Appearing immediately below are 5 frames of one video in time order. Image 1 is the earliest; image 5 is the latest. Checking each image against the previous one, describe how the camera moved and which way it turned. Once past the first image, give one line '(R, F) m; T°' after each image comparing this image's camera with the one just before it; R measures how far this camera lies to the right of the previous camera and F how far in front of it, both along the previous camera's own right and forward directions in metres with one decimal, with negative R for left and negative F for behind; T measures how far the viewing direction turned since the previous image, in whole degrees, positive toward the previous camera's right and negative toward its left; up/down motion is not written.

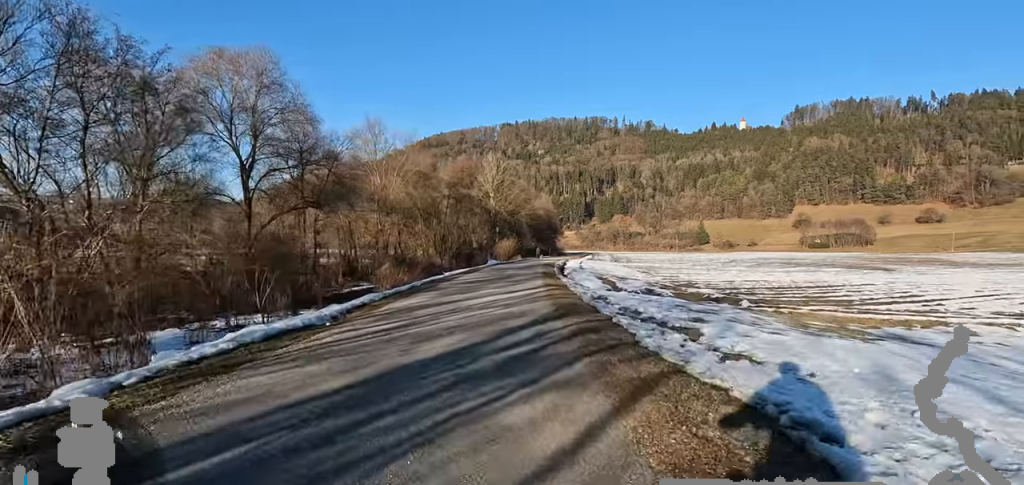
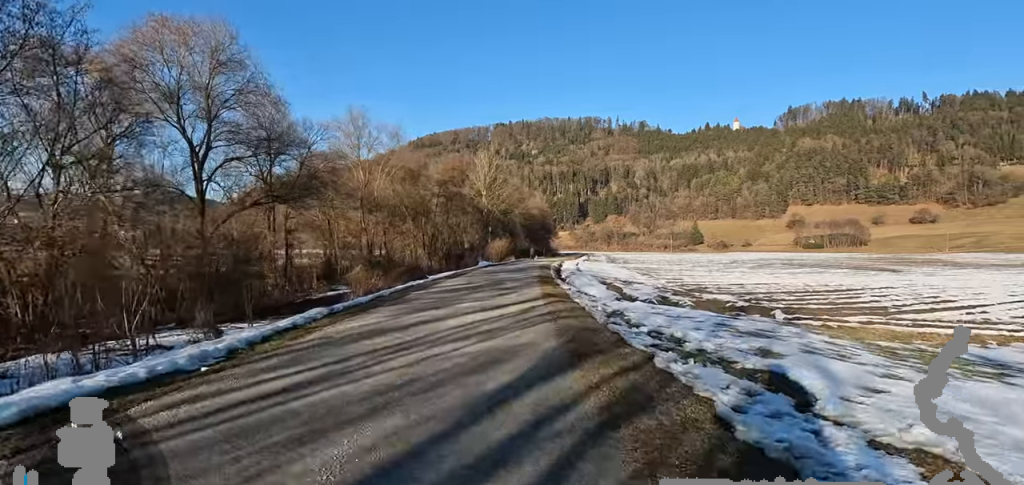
(-0.1, +3.6) m; 0°
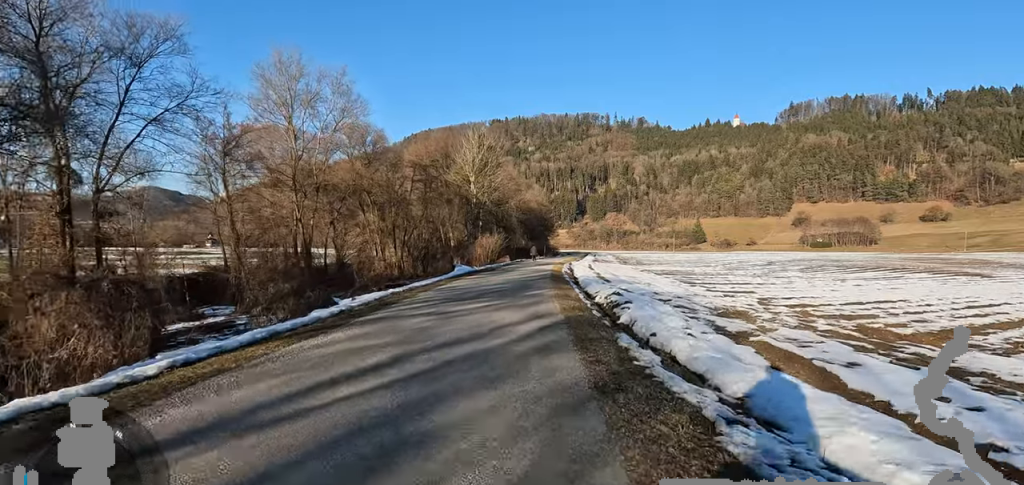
(-0.1, +15.0) m; 0°
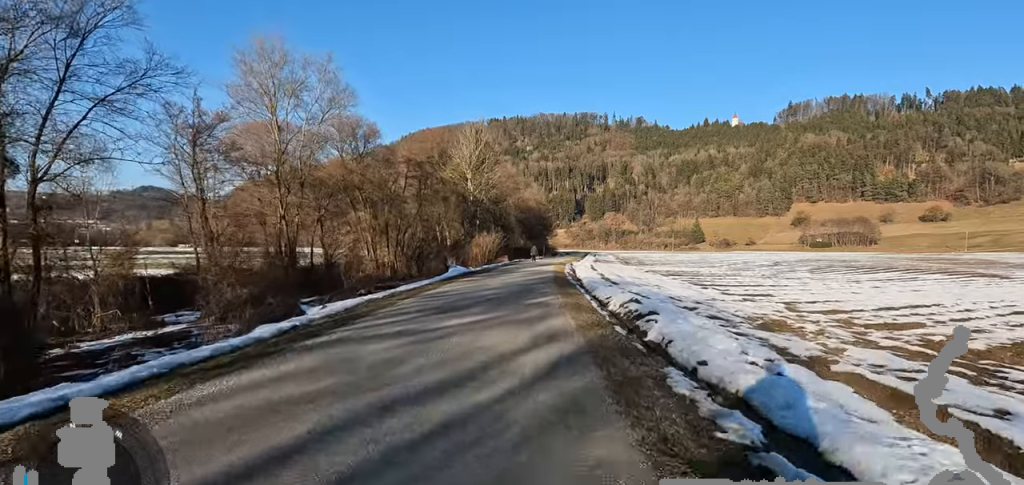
(+0.4, +2.5) m; +2°
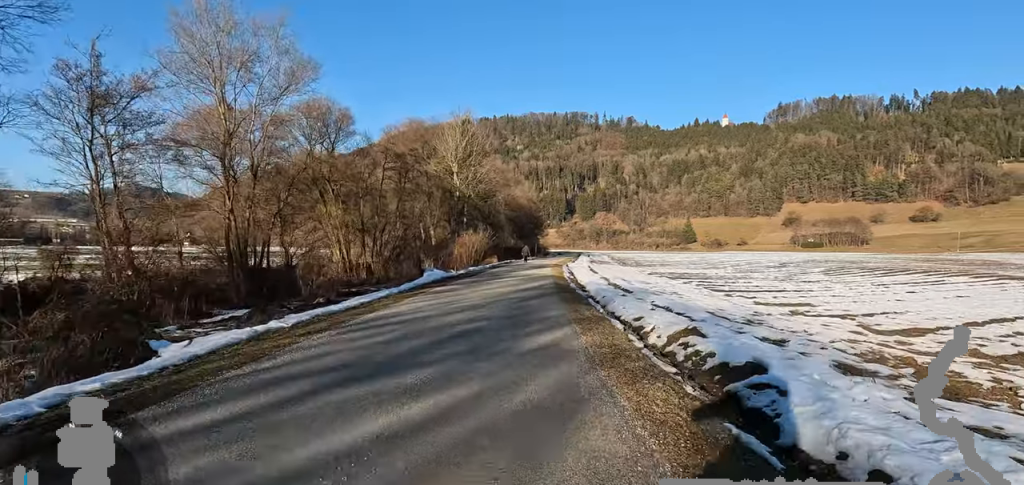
(-0.1, +5.0) m; +1°
